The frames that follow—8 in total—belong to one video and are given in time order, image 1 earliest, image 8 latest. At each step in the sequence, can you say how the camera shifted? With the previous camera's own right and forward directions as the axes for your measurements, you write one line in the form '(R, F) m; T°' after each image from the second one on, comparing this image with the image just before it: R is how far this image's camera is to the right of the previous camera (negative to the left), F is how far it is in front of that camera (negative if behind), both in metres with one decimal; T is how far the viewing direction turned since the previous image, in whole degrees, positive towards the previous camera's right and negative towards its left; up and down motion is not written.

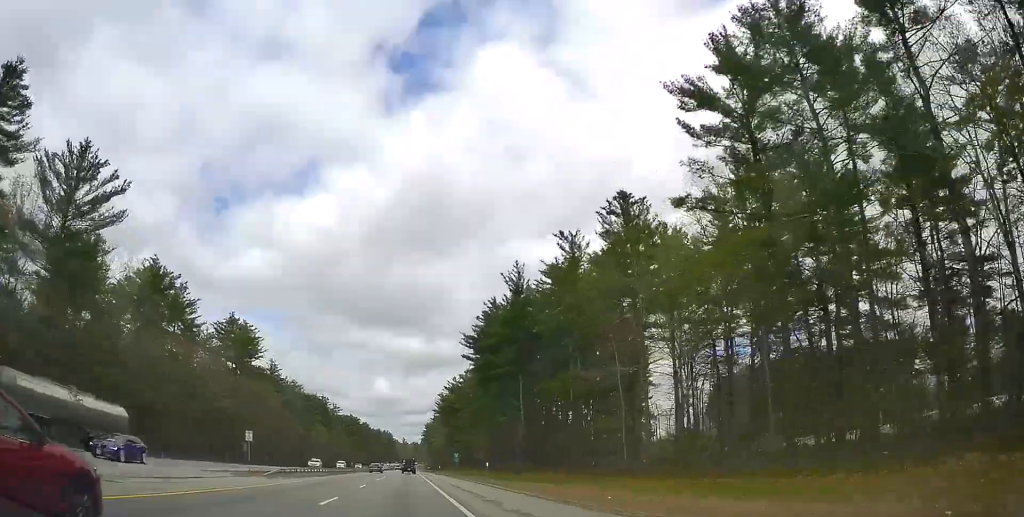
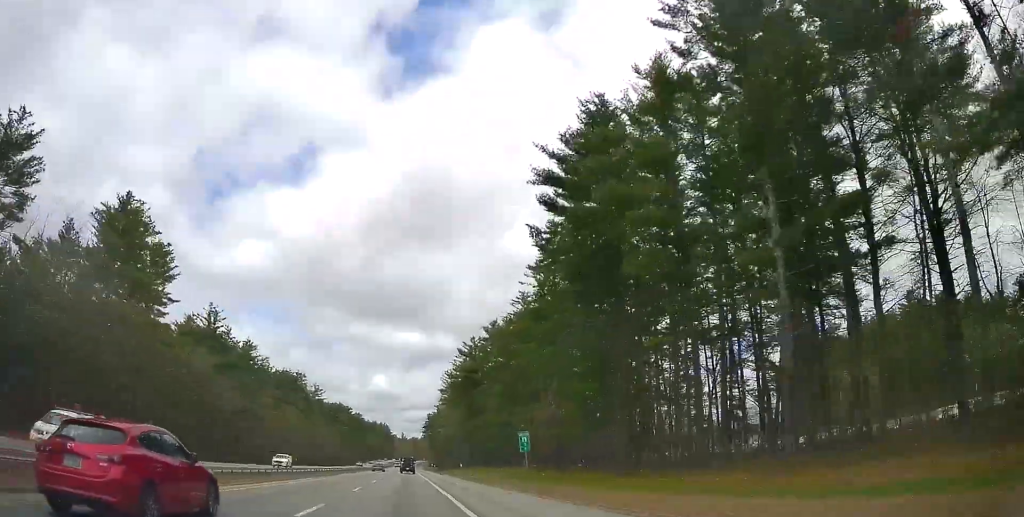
(+0.2, +51.8) m; +1°
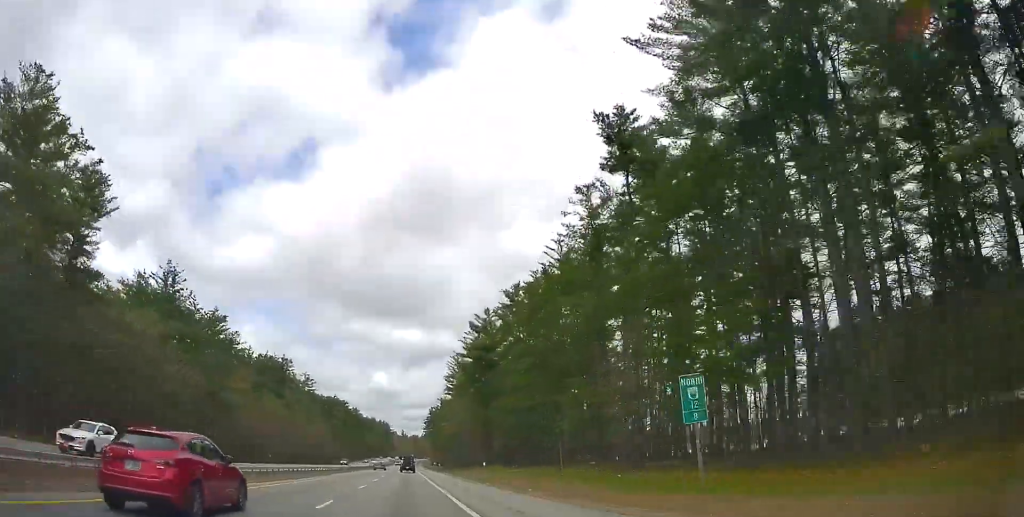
(-0.1, +21.8) m; 0°
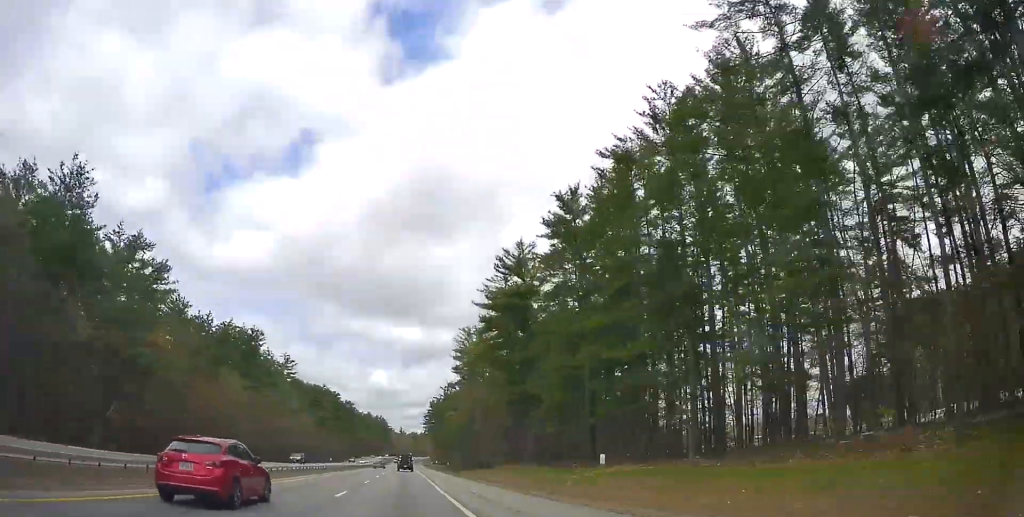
(-0.2, +31.5) m; 0°
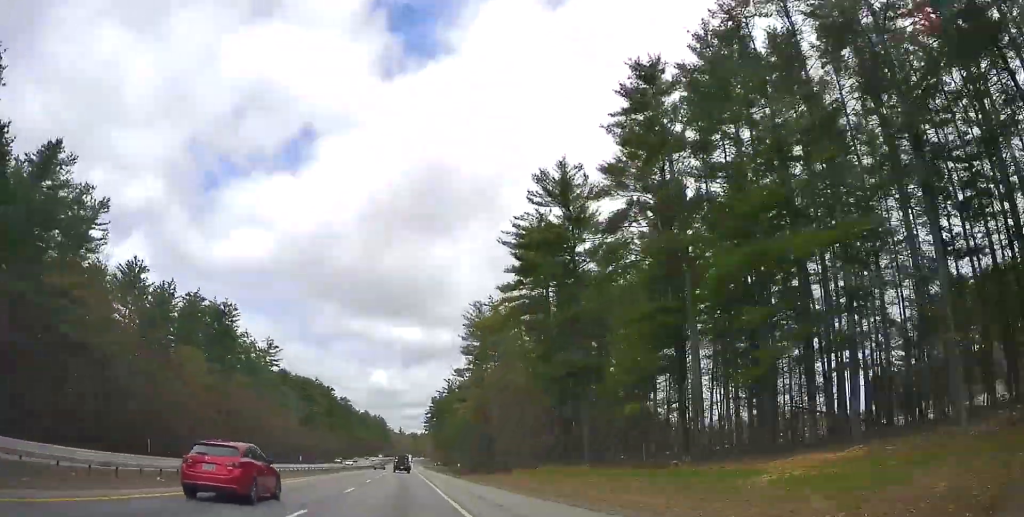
(+0.1, +20.8) m; 0°
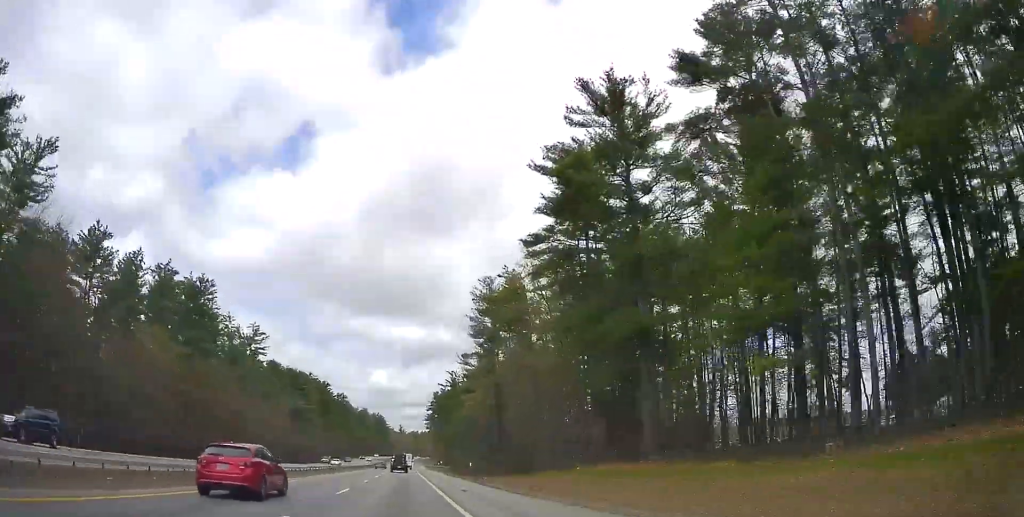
(0.0, +13.9) m; 0°
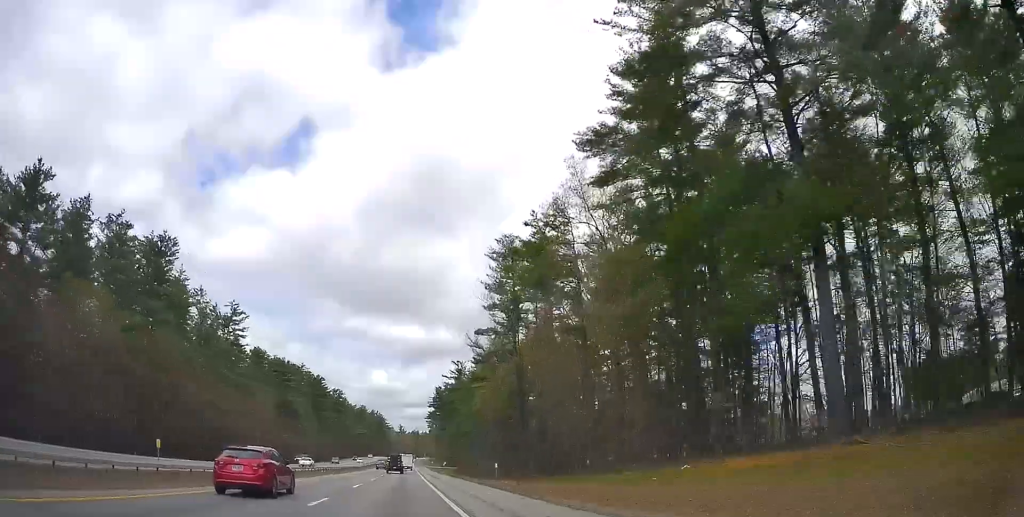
(0.0, +17.6) m; 0°
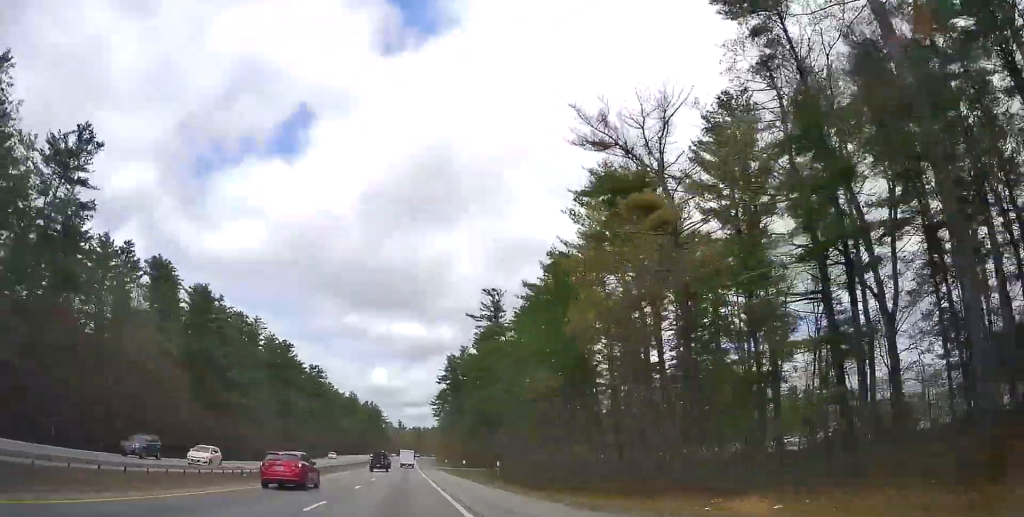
(+6.9, +60.8) m; +1°
